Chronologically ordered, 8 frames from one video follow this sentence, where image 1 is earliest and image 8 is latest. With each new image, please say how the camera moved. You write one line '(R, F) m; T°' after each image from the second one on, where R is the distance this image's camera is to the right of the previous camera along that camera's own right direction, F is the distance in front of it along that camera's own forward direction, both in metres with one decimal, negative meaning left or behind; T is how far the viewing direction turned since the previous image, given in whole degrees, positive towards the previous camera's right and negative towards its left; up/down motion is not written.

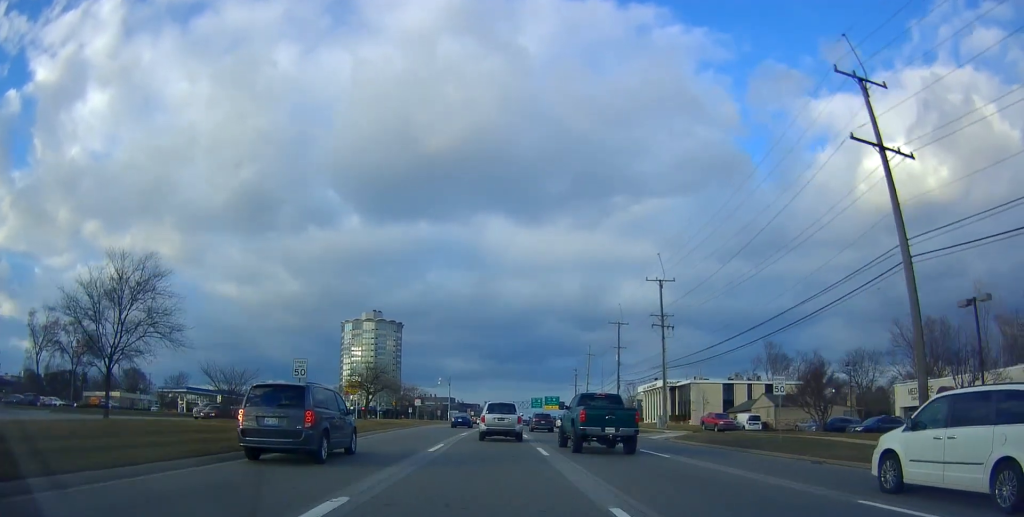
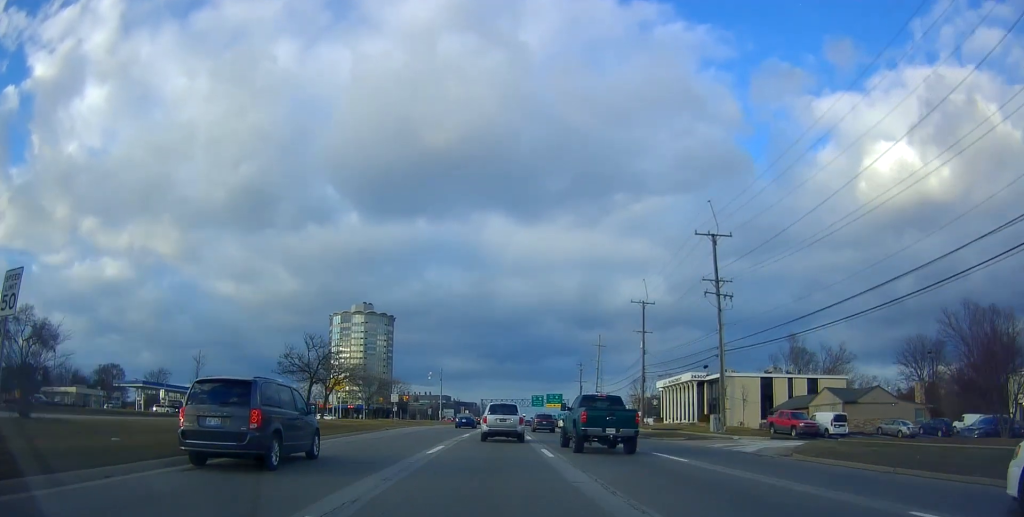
(0.0, +16.0) m; 0°
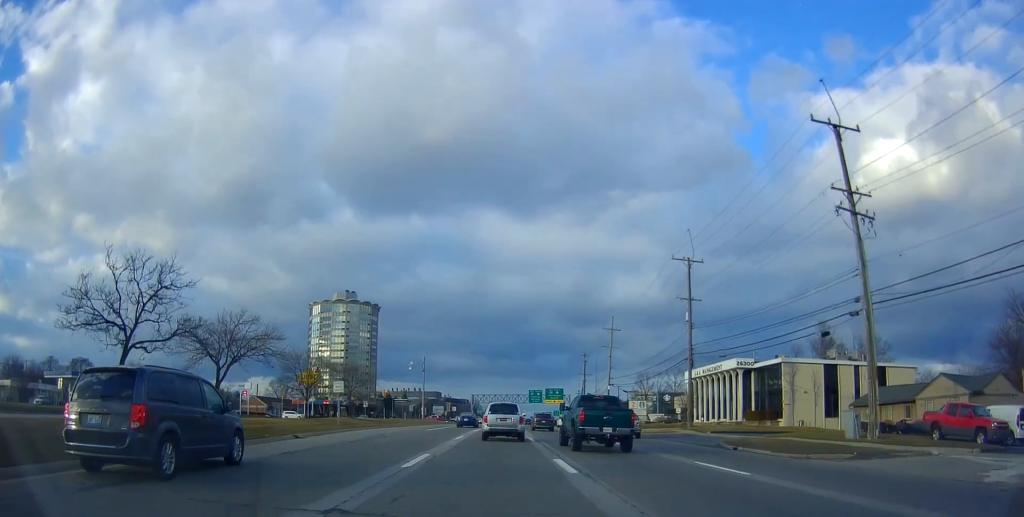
(0.0, +19.6) m; 0°
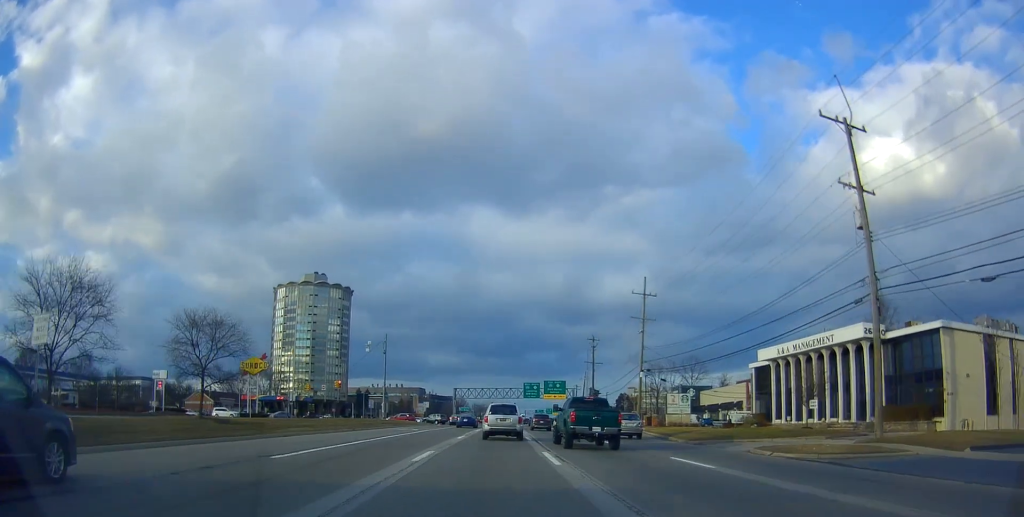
(0.0, +28.5) m; 0°
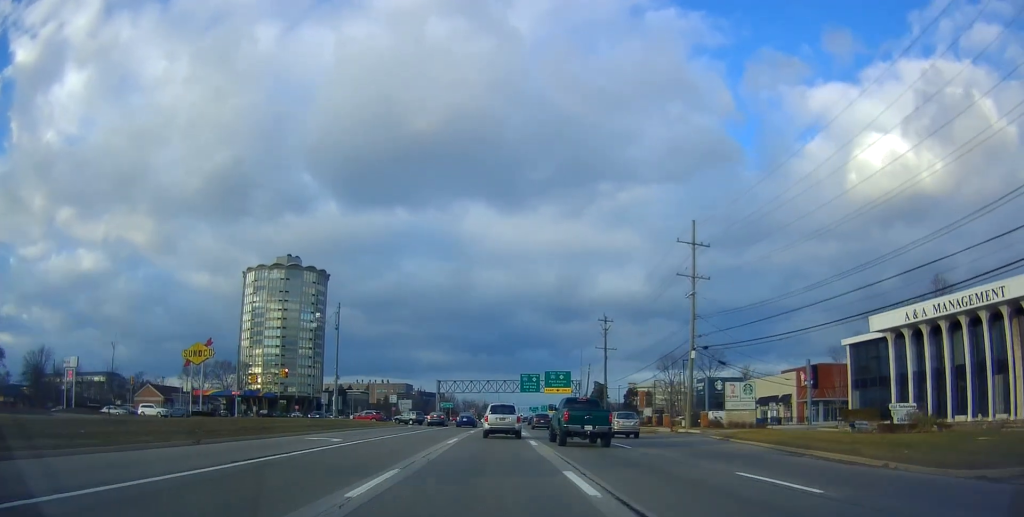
(+0.2, +20.8) m; +3°
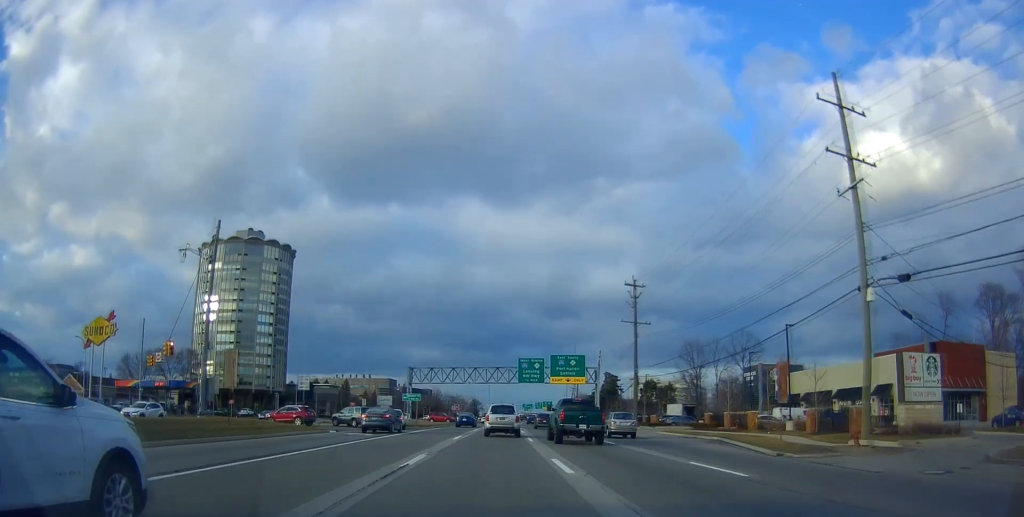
(+0.2, +26.0) m; 0°
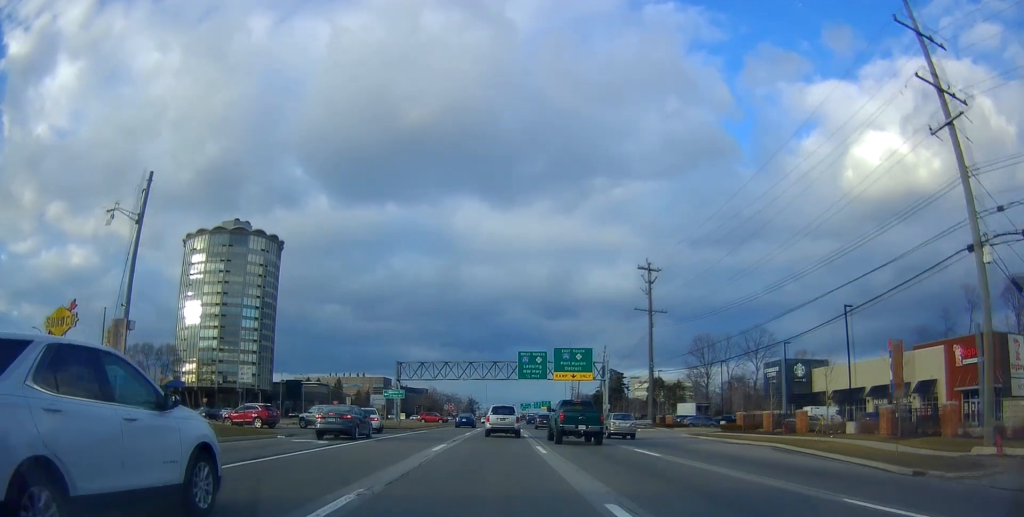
(-0.3, +8.0) m; 0°
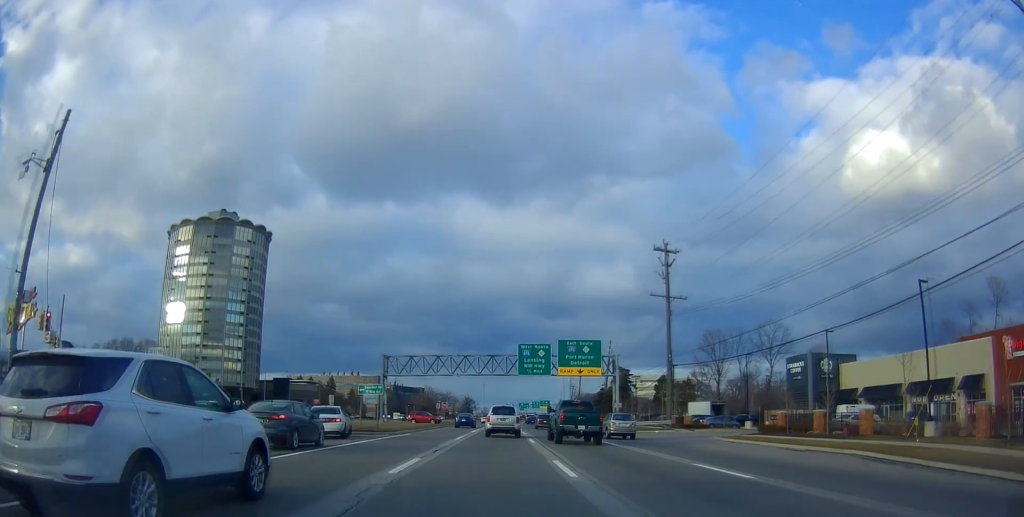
(+0.3, +7.6) m; 0°
